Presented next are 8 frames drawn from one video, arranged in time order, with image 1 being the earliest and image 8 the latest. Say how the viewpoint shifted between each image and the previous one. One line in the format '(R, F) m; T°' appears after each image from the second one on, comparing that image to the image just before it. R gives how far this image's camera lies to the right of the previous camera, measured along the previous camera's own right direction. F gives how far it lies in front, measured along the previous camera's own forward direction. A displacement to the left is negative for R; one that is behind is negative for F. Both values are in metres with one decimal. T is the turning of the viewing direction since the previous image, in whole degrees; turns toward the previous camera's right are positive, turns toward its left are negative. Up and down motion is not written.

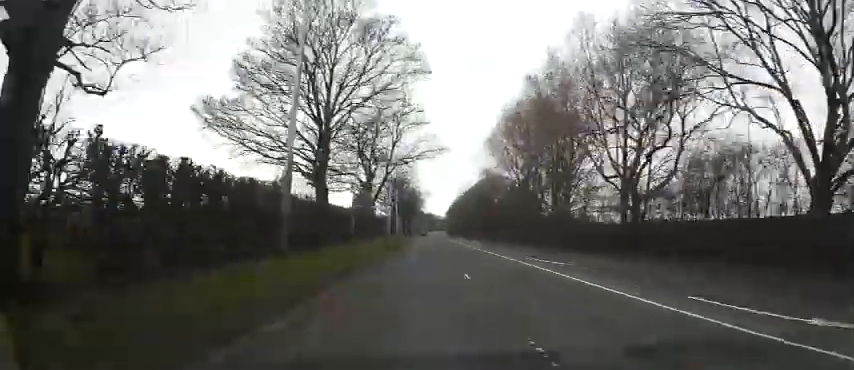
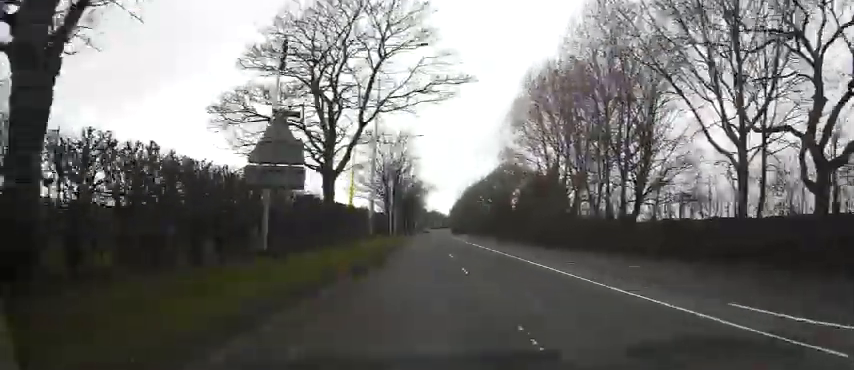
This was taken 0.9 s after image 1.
(-0.1, +18.5) m; 0°
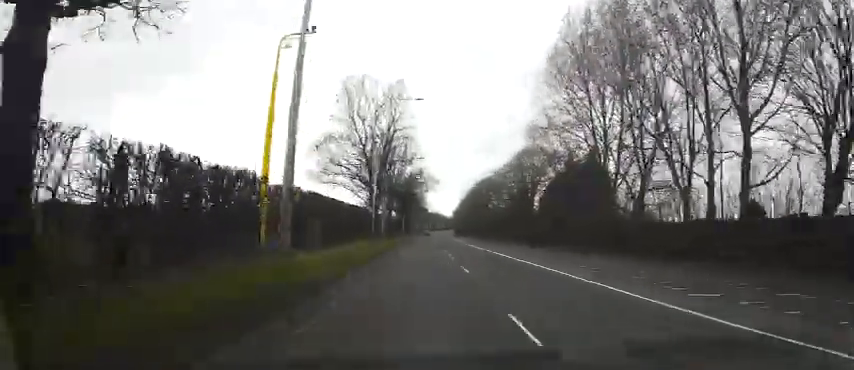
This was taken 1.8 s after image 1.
(+0.2, +18.6) m; 0°
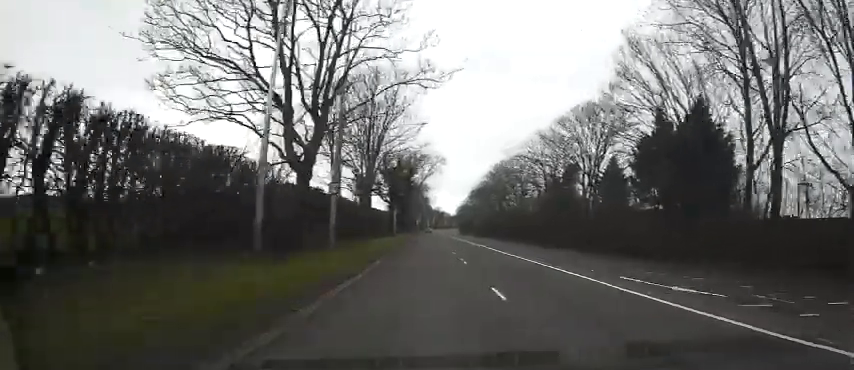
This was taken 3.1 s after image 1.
(-0.4, +25.5) m; 0°
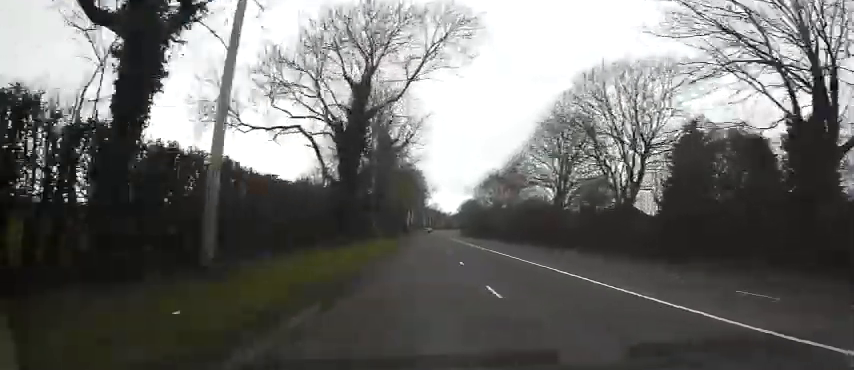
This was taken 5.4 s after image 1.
(+0.3, +47.3) m; -1°
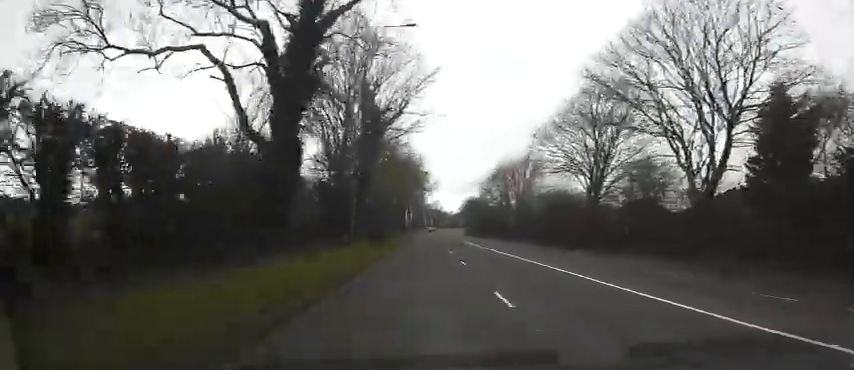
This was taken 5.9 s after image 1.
(0.0, +11.2) m; 0°
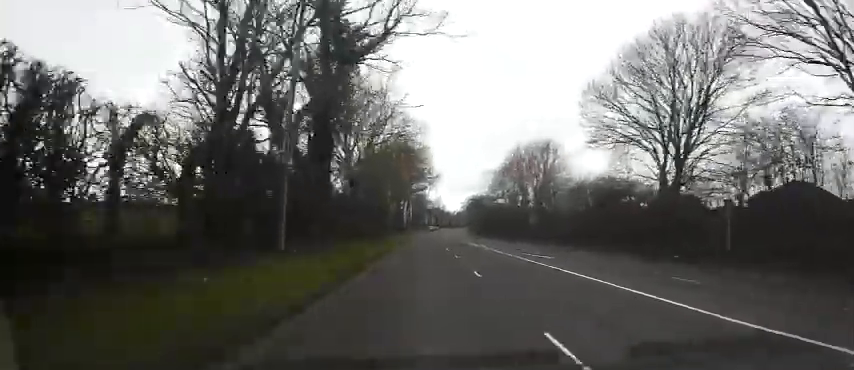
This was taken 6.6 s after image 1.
(0.0, +13.8) m; +1°
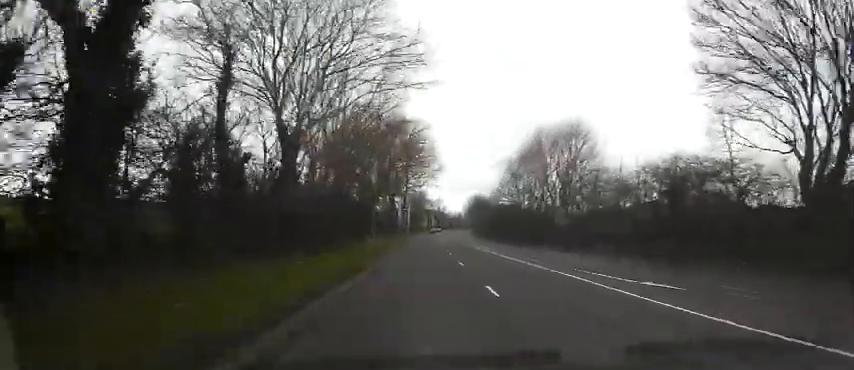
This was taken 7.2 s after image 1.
(+0.3, +12.9) m; 0°
